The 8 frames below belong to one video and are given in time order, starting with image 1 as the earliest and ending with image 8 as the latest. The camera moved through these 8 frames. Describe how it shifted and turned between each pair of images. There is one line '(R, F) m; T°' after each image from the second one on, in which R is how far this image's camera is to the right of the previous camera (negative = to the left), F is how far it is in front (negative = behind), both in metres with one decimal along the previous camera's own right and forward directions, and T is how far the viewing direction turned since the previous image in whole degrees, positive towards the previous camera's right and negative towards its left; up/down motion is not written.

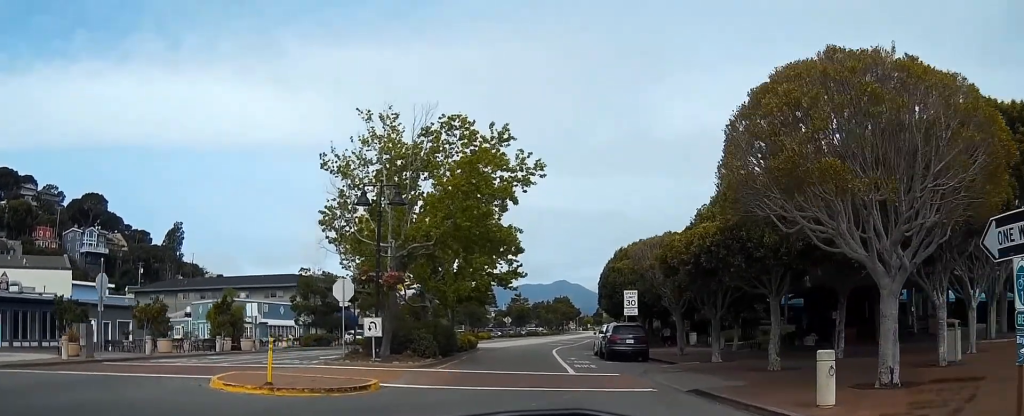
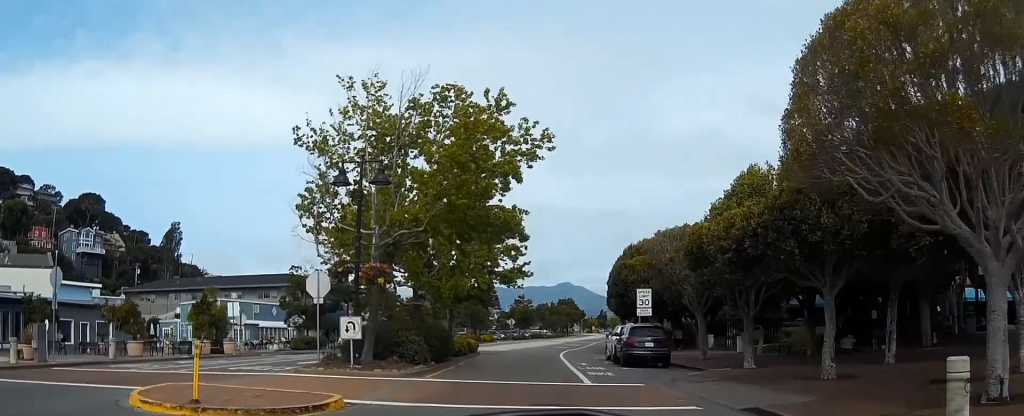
(-0.1, +3.4) m; +1°
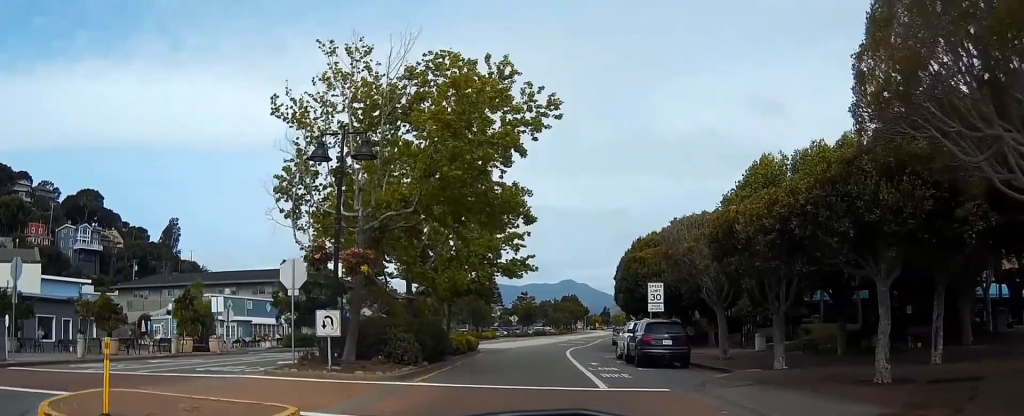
(0.0, +2.5) m; +1°
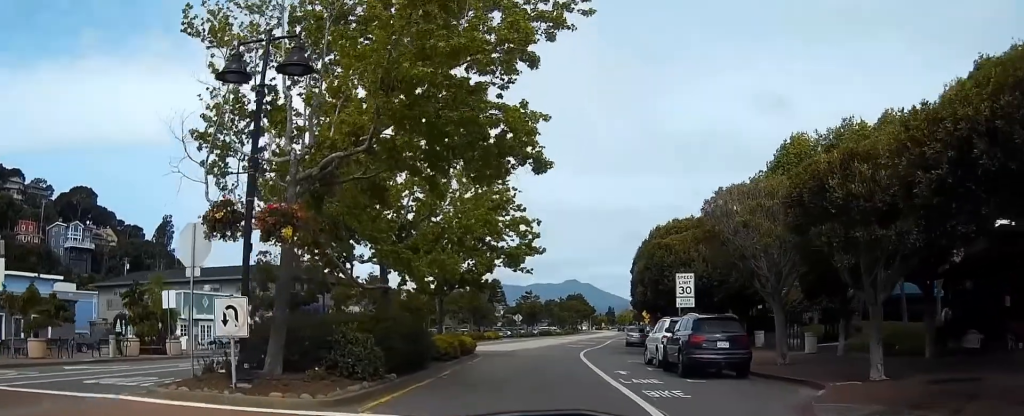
(+0.2, +6.1) m; +1°
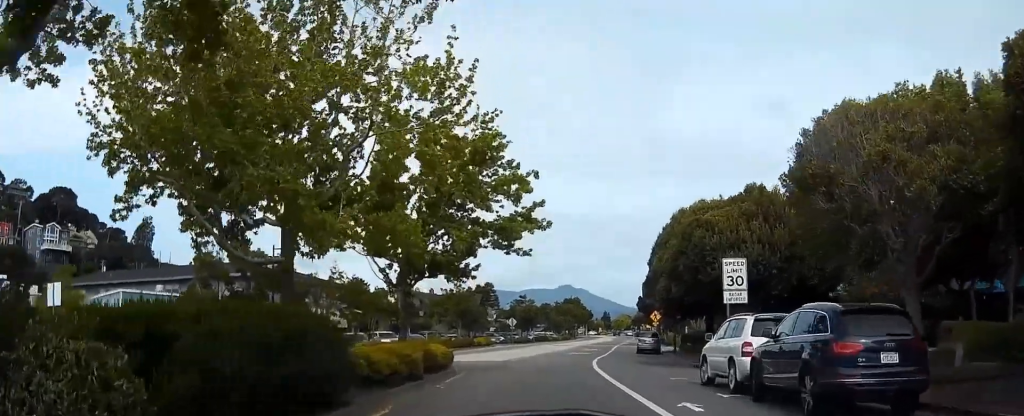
(-0.2, +9.2) m; -2°
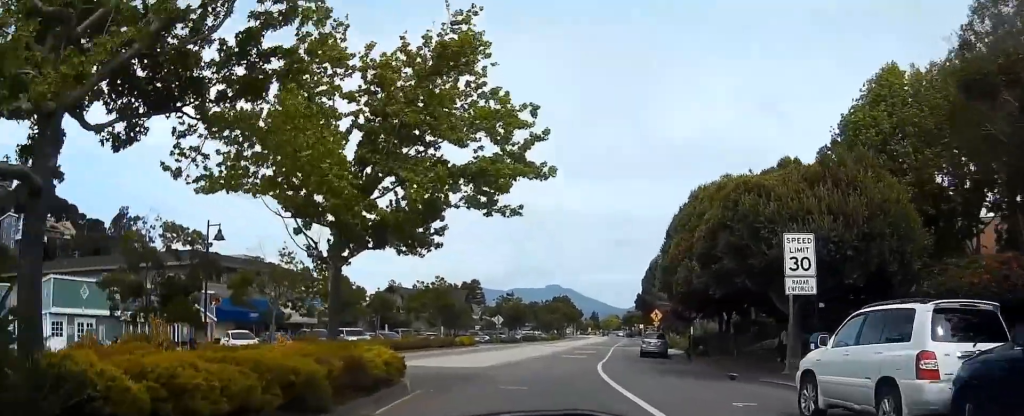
(0.0, +7.5) m; +1°
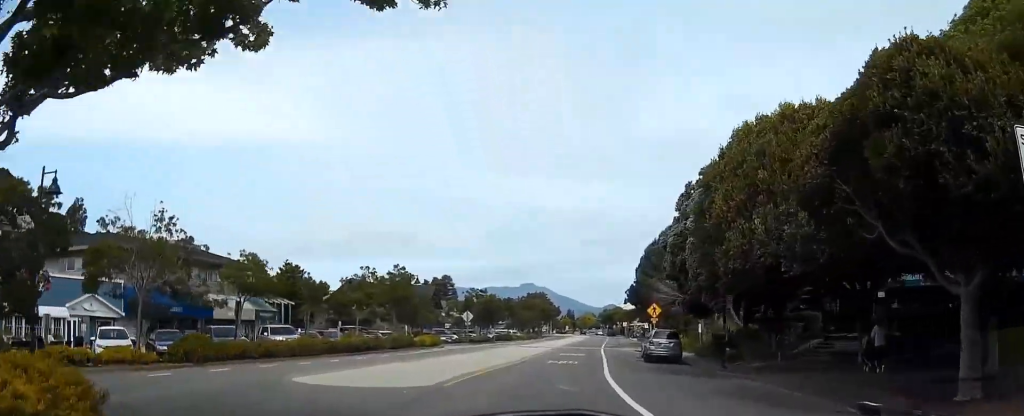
(+0.2, +11.2) m; +4°
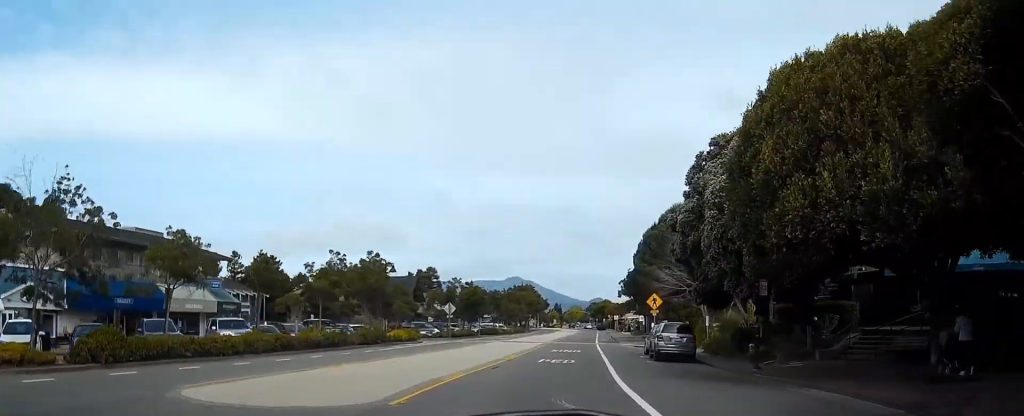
(+0.1, +5.8) m; +2°
